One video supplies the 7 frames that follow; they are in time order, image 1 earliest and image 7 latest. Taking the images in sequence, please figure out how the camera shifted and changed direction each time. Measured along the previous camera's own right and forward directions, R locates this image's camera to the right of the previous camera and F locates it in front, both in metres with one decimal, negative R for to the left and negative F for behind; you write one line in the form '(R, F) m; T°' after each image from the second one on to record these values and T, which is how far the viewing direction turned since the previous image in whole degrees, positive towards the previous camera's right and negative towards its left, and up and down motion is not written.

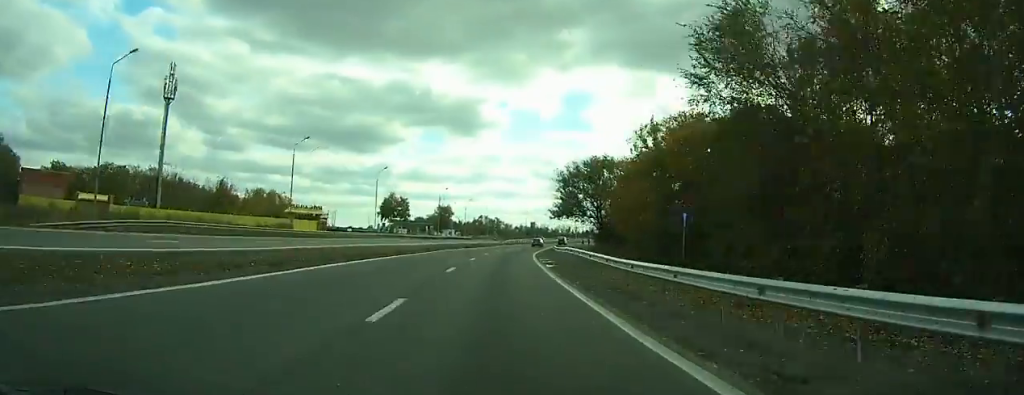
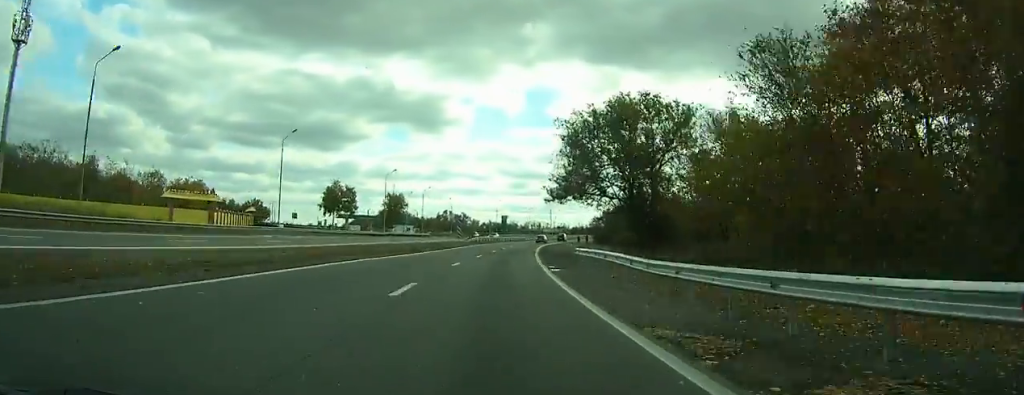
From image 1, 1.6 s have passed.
(+1.3, +33.4) m; +3°
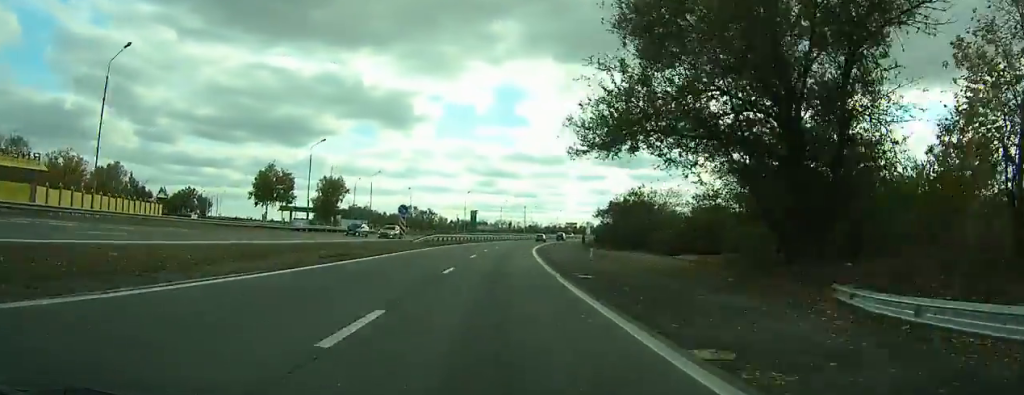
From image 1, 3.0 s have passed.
(+0.5, +29.1) m; +3°
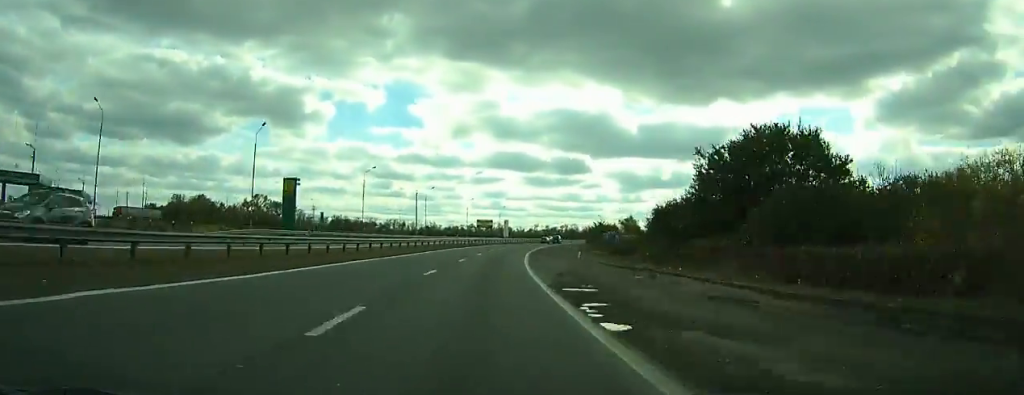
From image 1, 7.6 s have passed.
(+8.2, +94.1) m; +10°
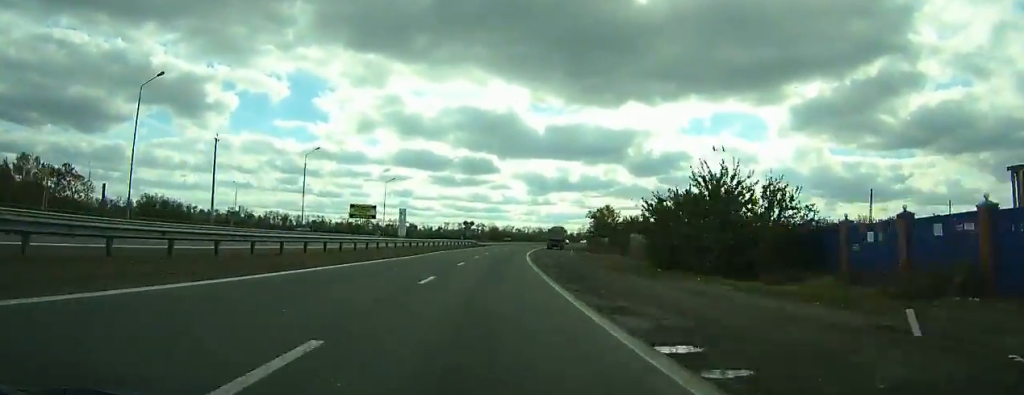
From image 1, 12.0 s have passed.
(+7.1, +88.1) m; +10°
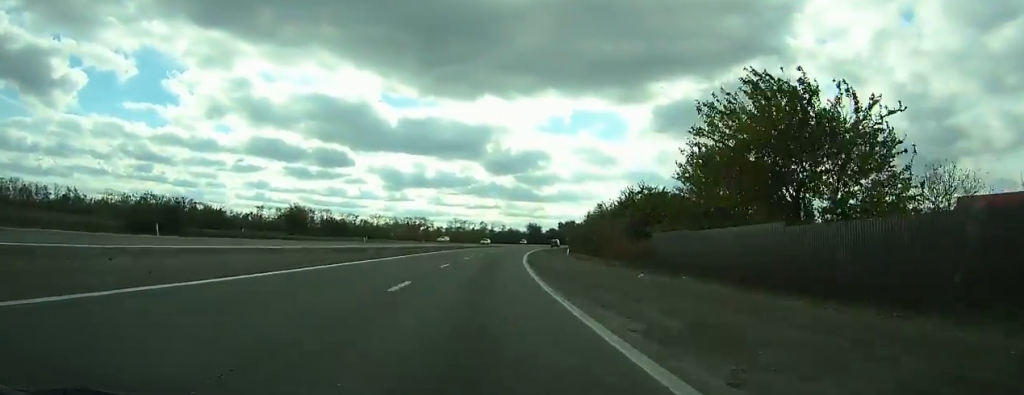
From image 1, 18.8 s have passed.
(+14.5, +134.0) m; +12°
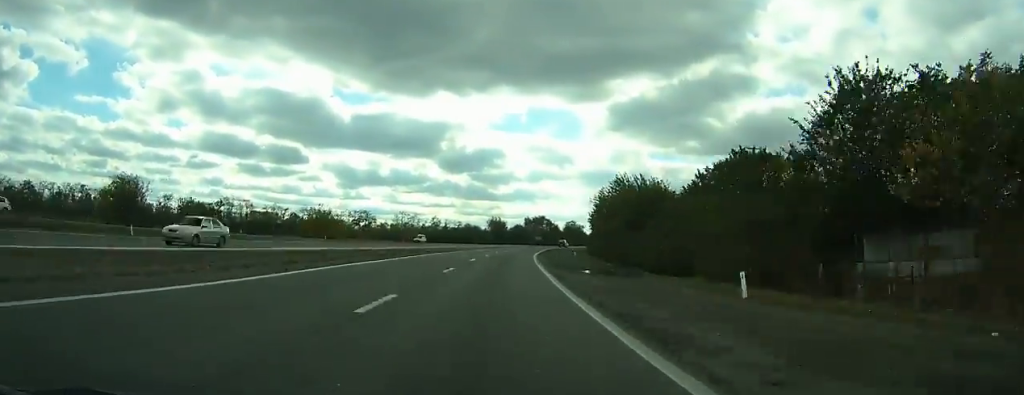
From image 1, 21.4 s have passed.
(+2.2, +51.4) m; +5°
